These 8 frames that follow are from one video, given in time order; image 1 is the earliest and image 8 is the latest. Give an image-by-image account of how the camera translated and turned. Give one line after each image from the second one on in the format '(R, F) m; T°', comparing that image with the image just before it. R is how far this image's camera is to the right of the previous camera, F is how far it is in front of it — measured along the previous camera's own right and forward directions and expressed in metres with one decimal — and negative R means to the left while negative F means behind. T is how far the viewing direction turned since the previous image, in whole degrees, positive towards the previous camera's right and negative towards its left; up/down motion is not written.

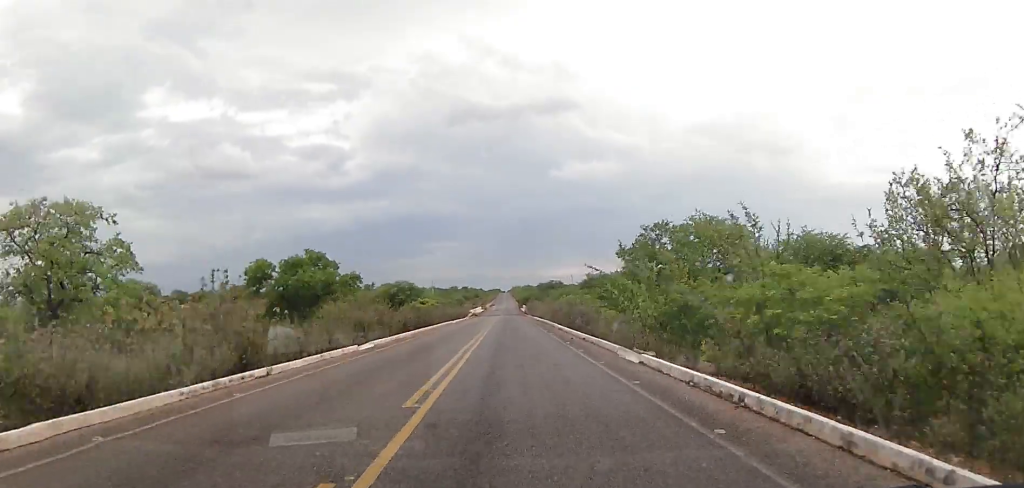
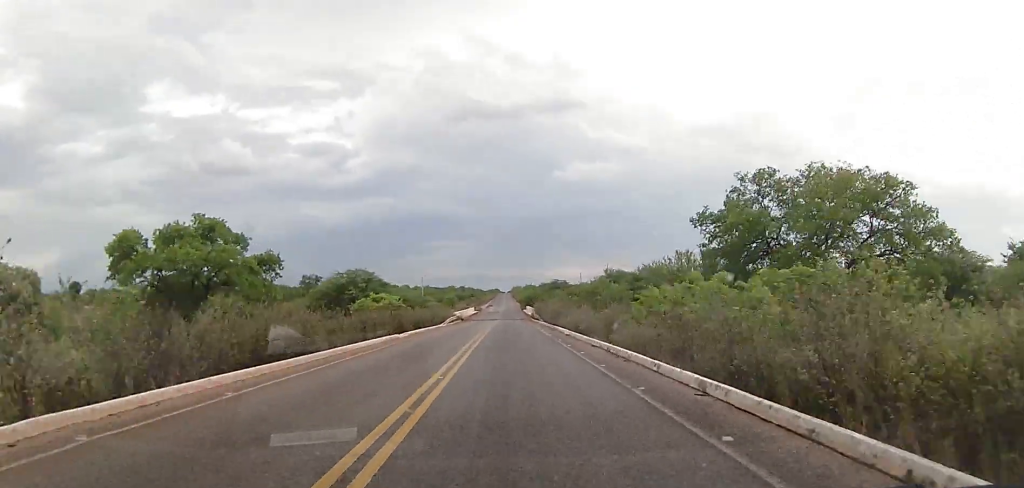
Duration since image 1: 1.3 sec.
(+0.5, +32.5) m; 0°
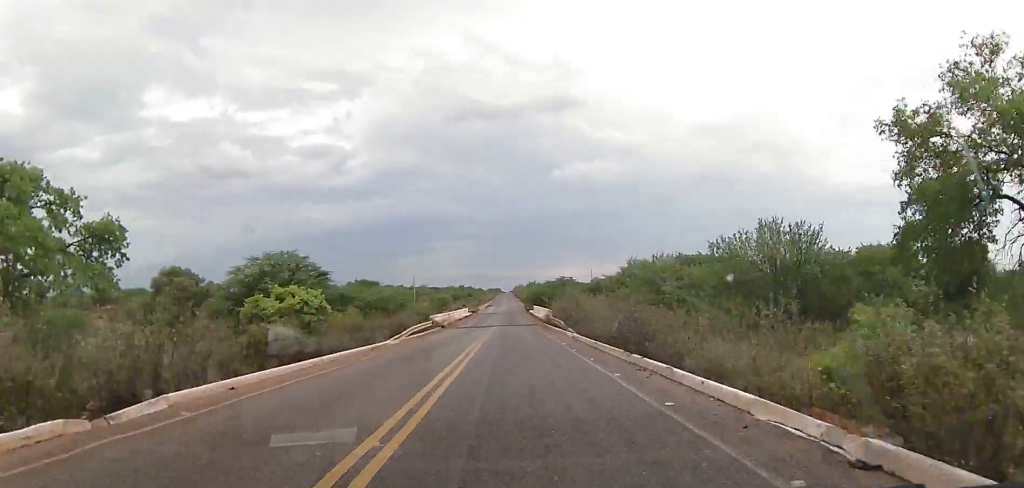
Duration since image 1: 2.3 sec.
(-0.3, +25.6) m; 0°
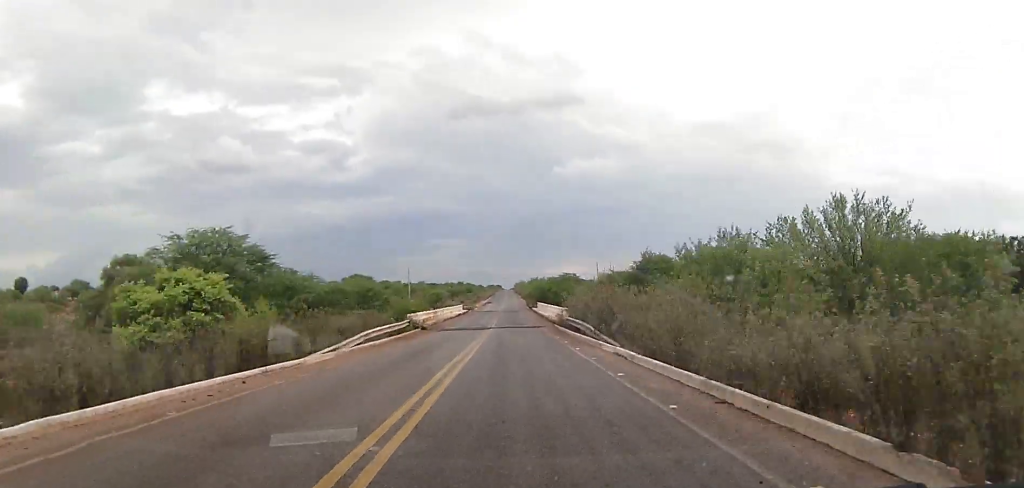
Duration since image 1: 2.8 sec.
(0.0, +12.3) m; +1°
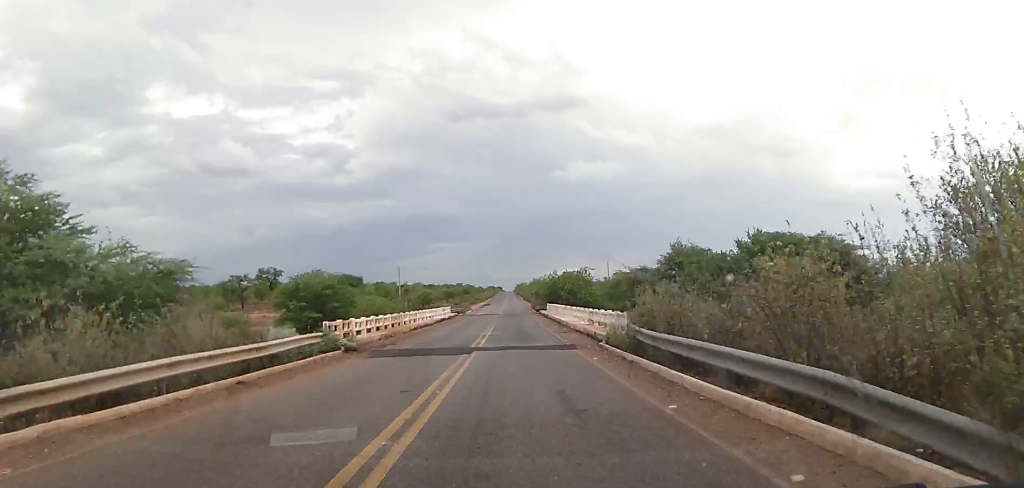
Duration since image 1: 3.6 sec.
(+0.3, +19.6) m; 0°
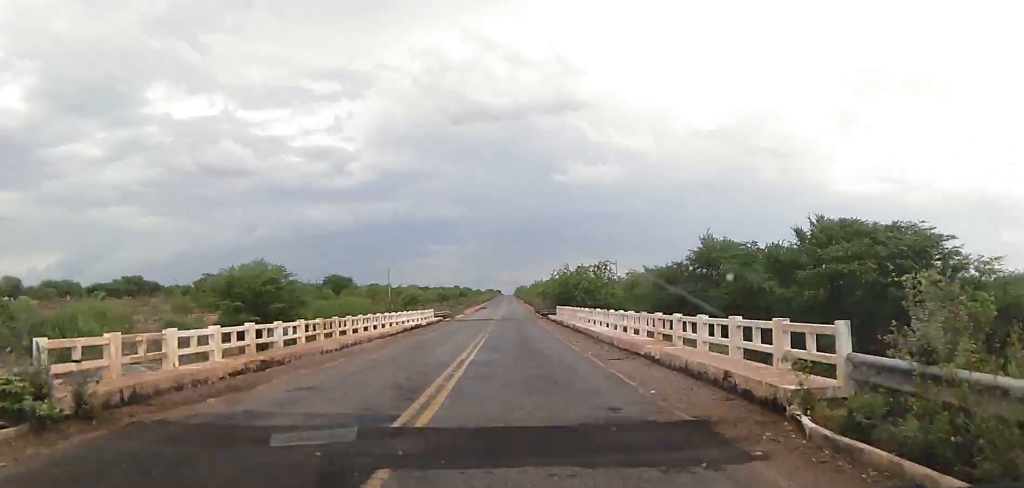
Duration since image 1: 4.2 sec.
(+0.1, +14.8) m; 0°
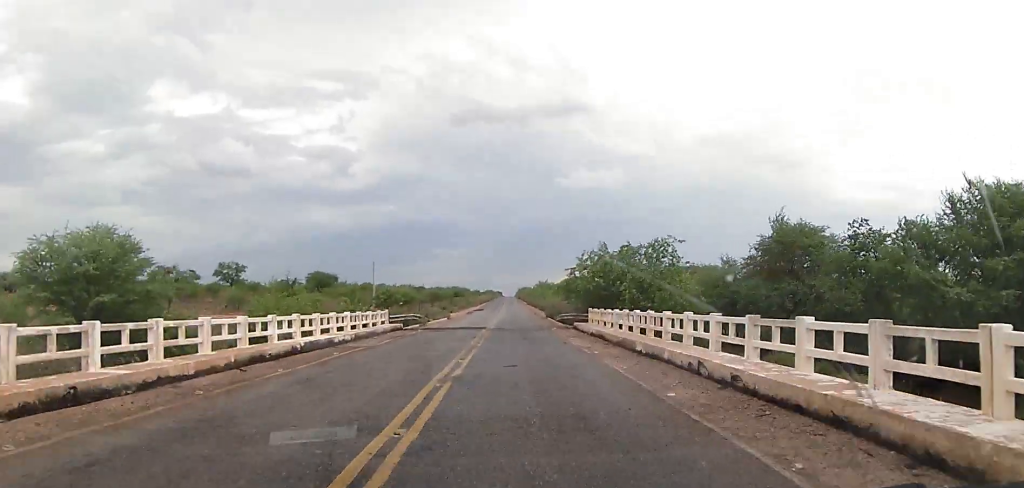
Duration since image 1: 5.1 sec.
(-0.3, +20.7) m; -1°
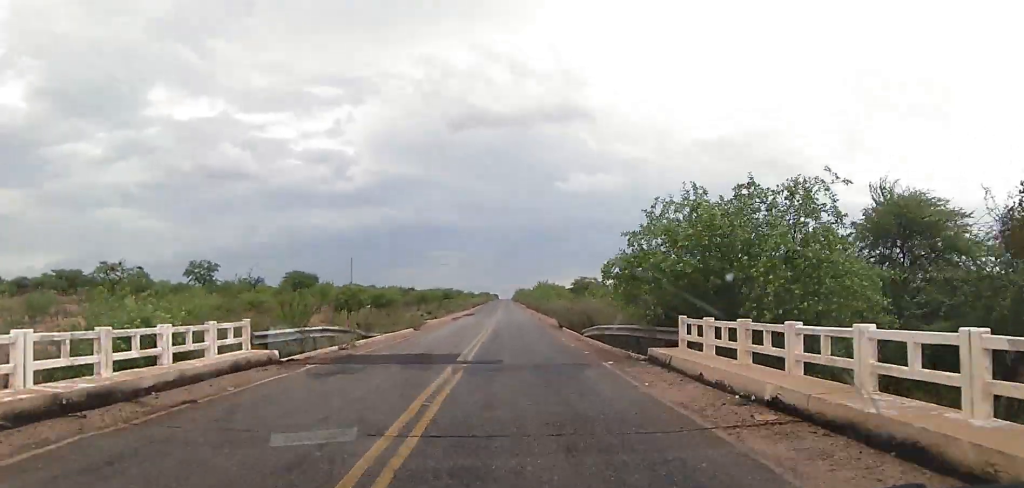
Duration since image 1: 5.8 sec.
(0.0, +17.9) m; +1°
